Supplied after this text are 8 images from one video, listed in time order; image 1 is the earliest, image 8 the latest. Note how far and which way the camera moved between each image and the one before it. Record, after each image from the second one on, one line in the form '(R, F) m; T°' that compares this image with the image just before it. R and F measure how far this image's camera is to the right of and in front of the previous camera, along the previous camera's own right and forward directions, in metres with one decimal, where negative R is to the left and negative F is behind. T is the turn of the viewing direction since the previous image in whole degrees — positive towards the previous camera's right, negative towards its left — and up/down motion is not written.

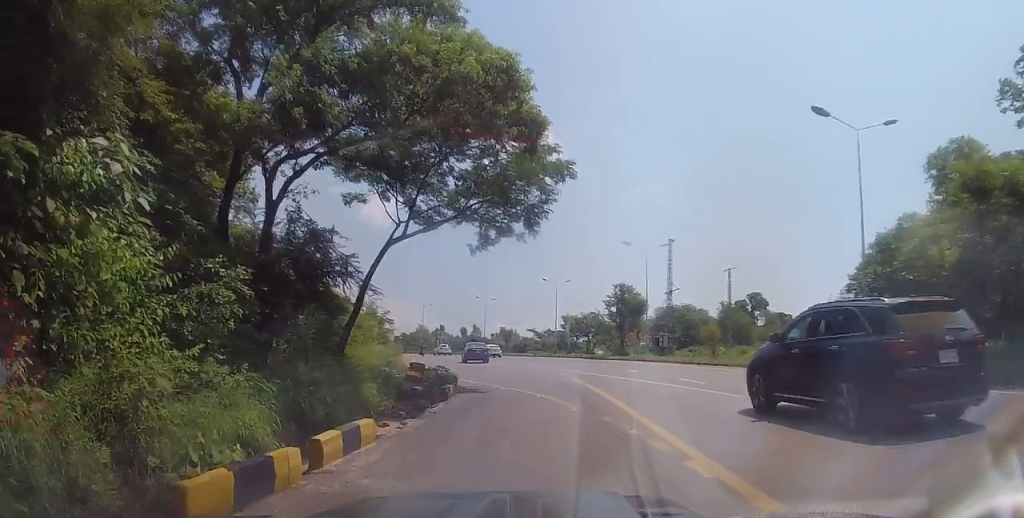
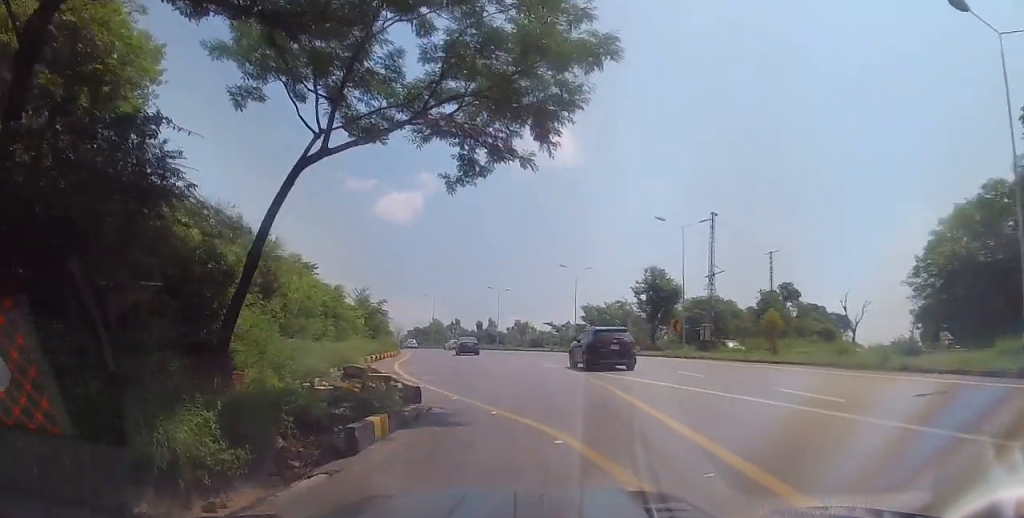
(+0.6, +7.6) m; +3°
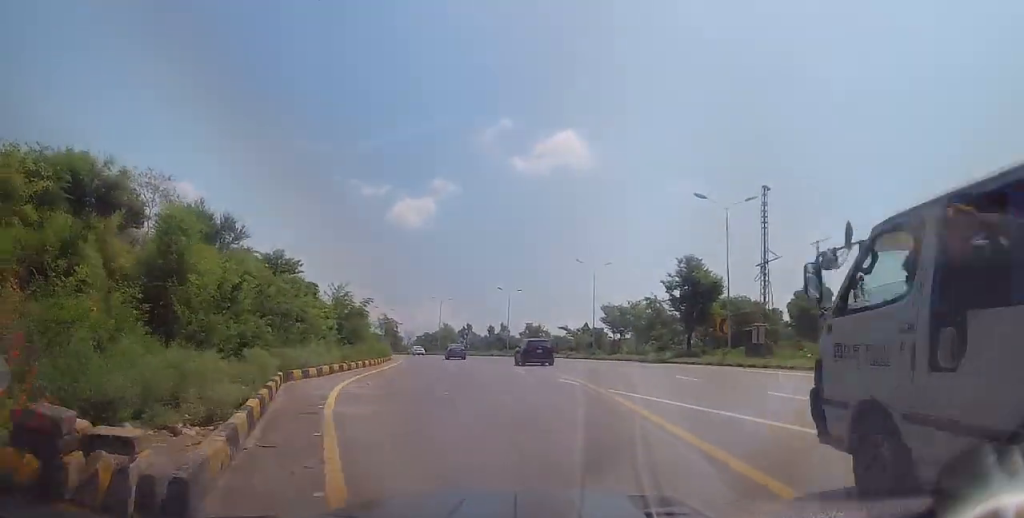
(-0.7, +7.9) m; -6°
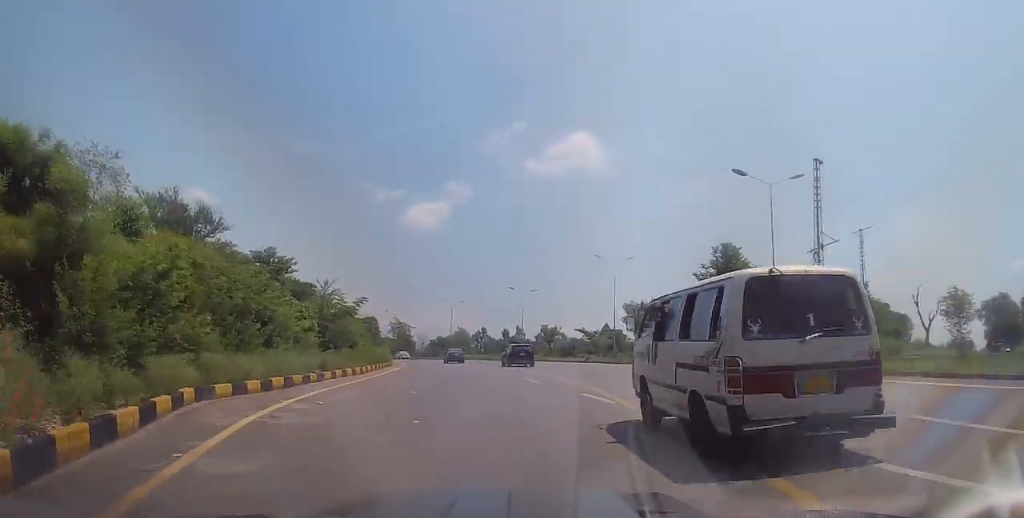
(0.0, +5.1) m; -1°
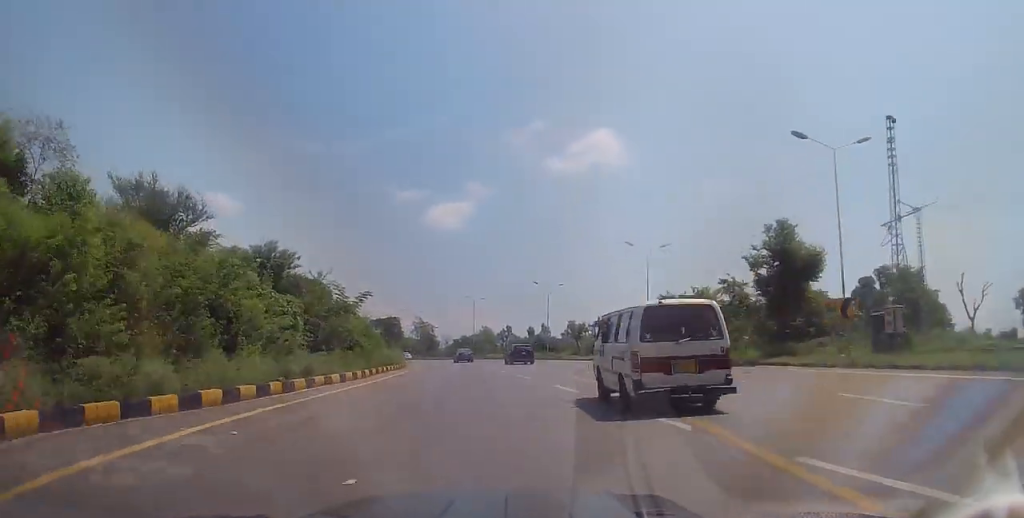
(0.0, +4.8) m; -3°
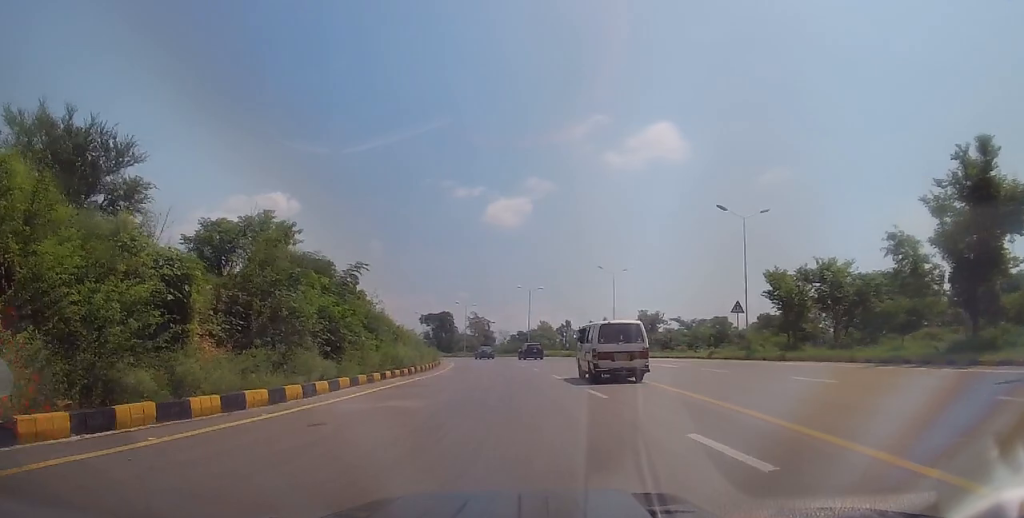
(-0.3, +11.6) m; -2°
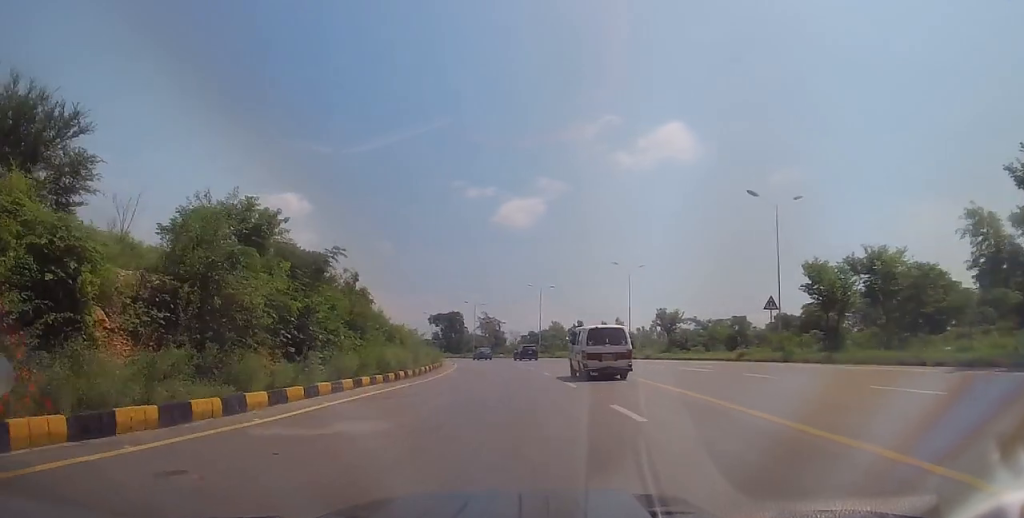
(+0.4, +4.0) m; -2°
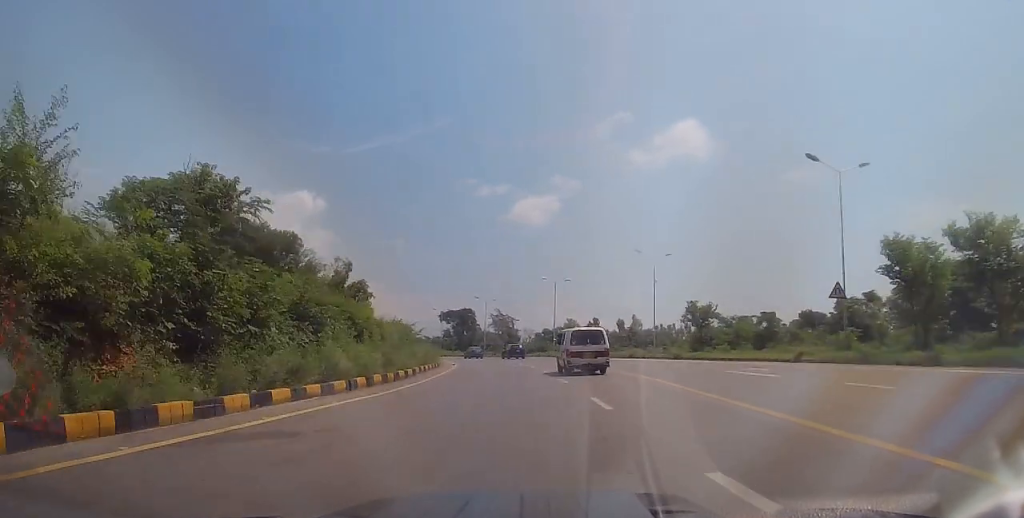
(-0.6, +6.7) m; -3°
